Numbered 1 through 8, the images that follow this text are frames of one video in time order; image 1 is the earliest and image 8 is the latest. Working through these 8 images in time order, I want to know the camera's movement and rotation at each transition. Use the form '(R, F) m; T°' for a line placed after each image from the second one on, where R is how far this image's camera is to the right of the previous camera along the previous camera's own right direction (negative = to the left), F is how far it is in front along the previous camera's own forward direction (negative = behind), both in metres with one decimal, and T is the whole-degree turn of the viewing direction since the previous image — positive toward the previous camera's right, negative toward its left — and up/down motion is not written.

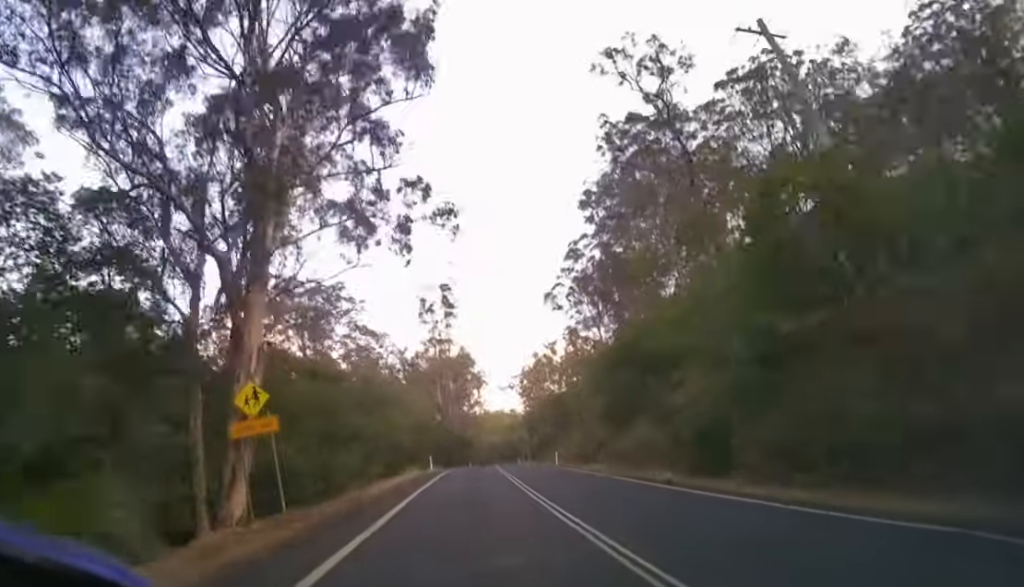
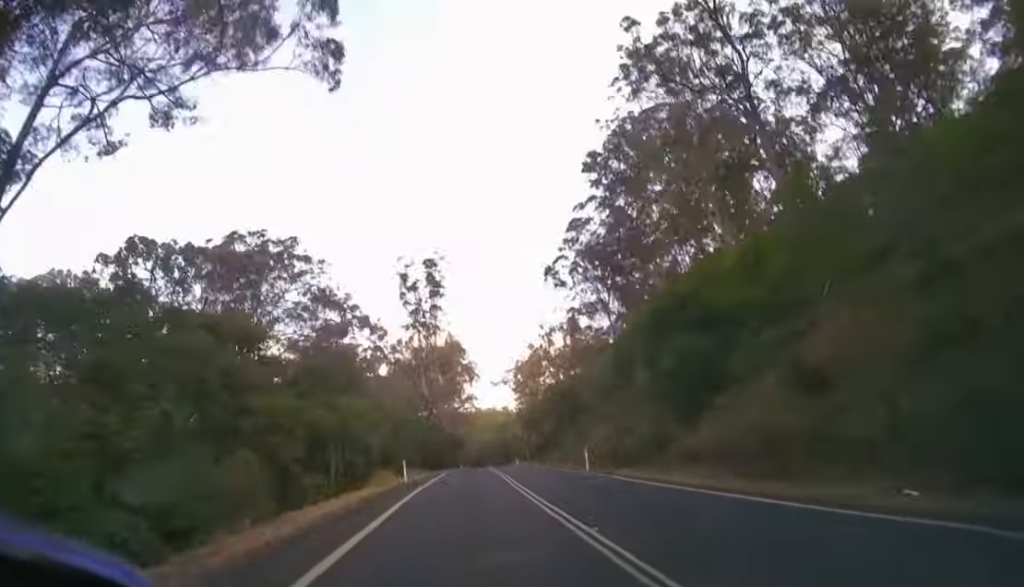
(0.0, +11.1) m; +1°
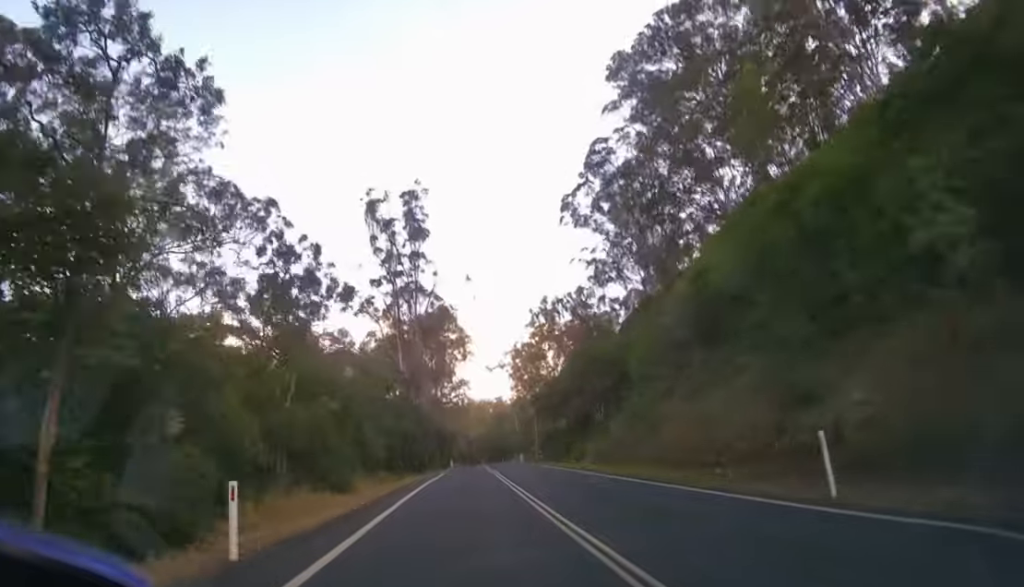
(+0.1, +17.5) m; 0°
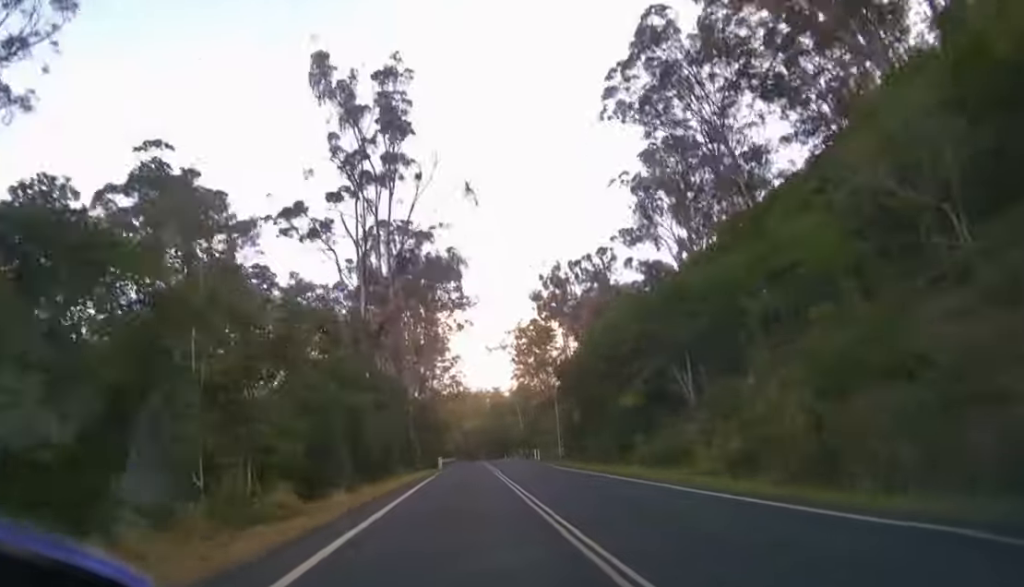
(0.0, +16.9) m; 0°
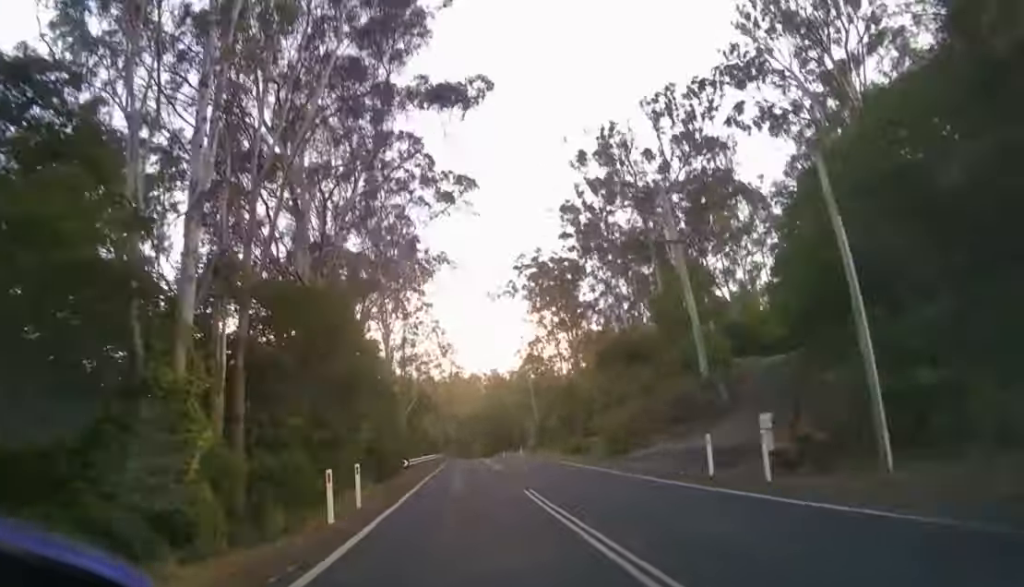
(+0.1, +37.1) m; 0°
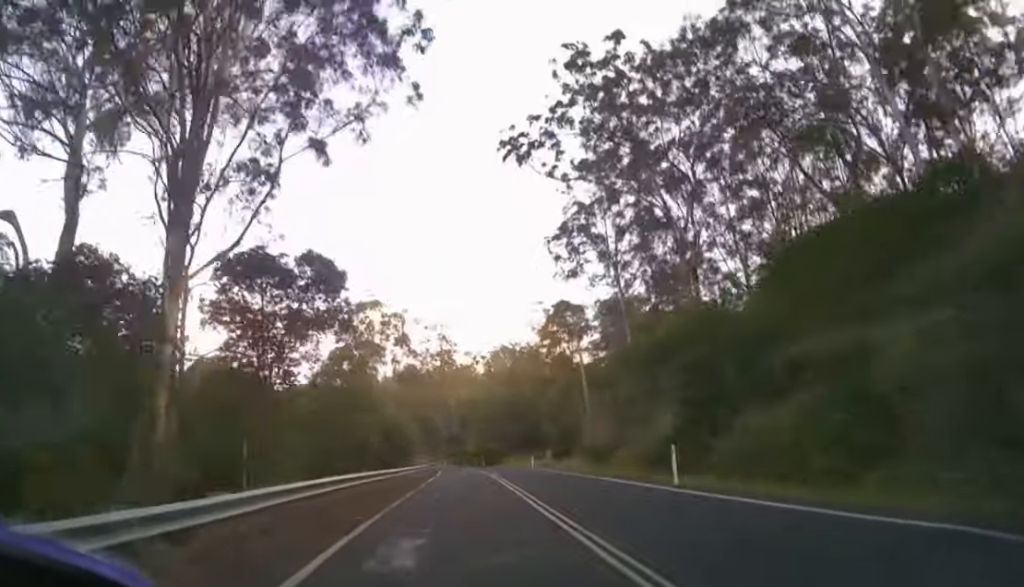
(-0.7, +49.6) m; -1°
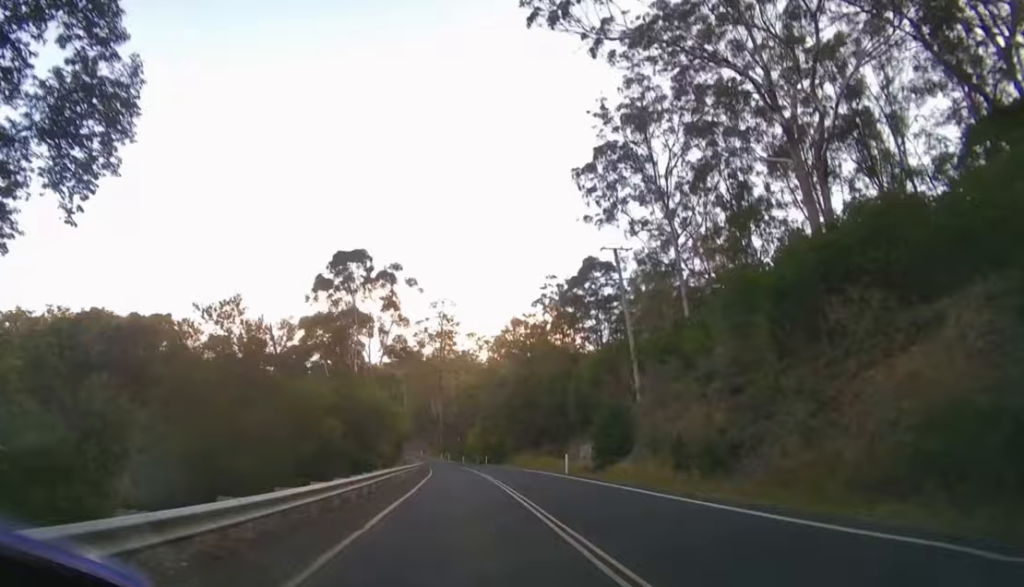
(+0.1, +14.9) m; 0°
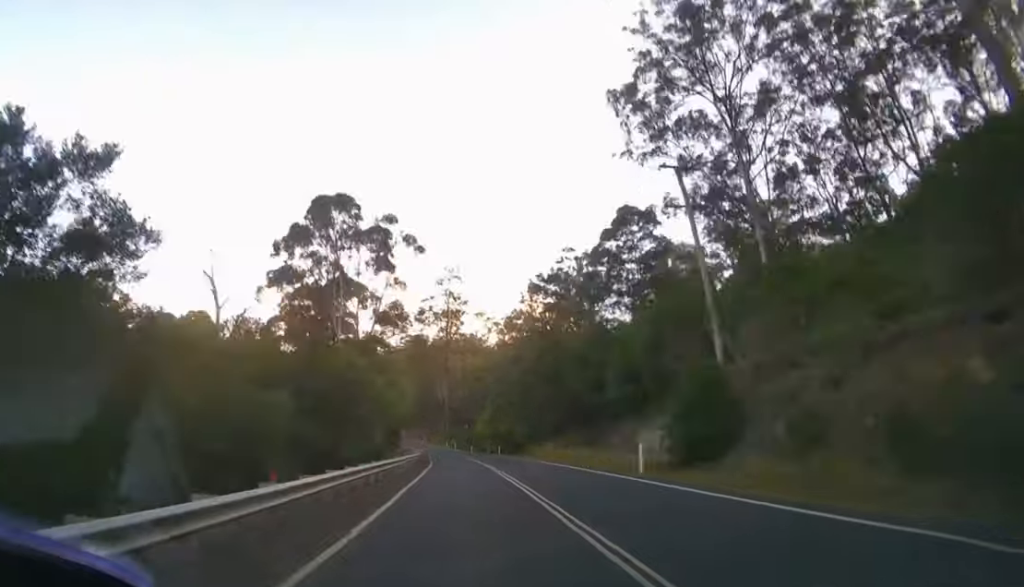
(0.0, +11.5) m; 0°
